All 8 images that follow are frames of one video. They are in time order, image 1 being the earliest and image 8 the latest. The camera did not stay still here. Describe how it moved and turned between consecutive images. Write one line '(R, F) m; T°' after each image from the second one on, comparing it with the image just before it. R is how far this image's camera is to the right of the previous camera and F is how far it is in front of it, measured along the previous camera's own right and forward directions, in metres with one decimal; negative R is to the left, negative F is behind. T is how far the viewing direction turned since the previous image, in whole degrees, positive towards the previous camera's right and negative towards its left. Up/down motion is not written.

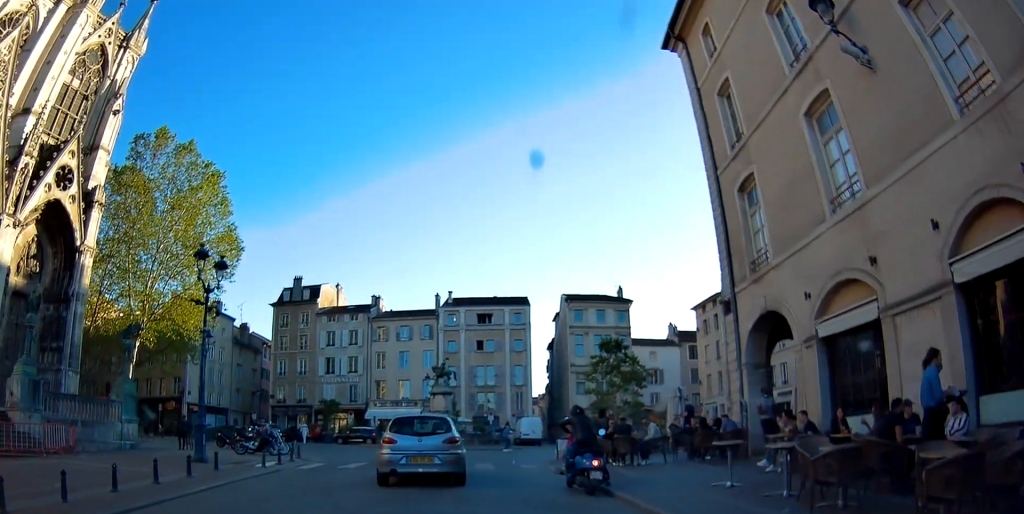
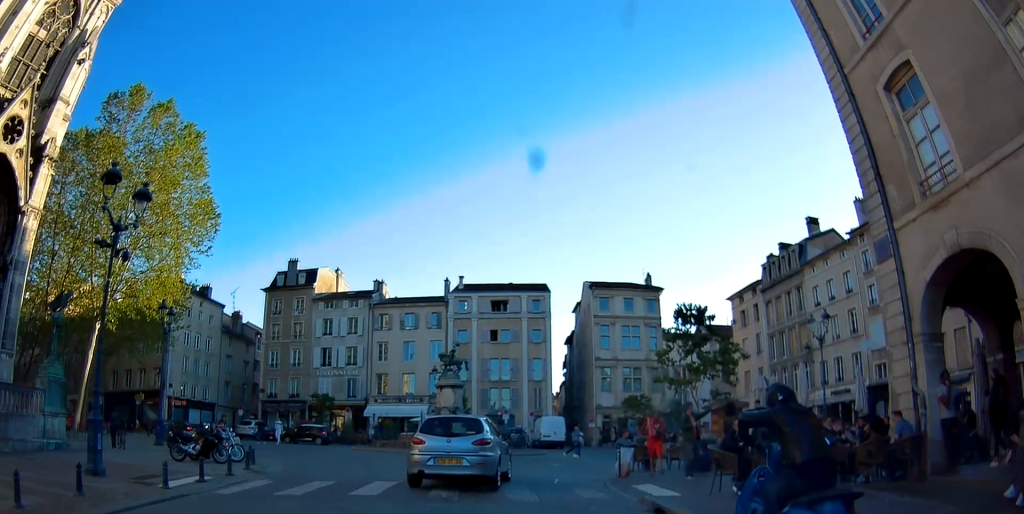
(-0.7, +6.8) m; -3°
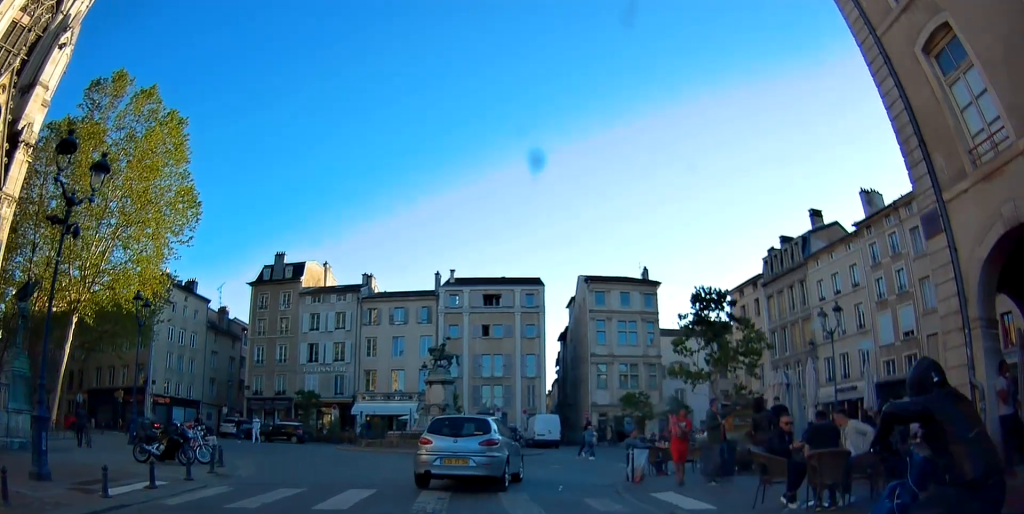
(0.0, +1.9) m; +1°
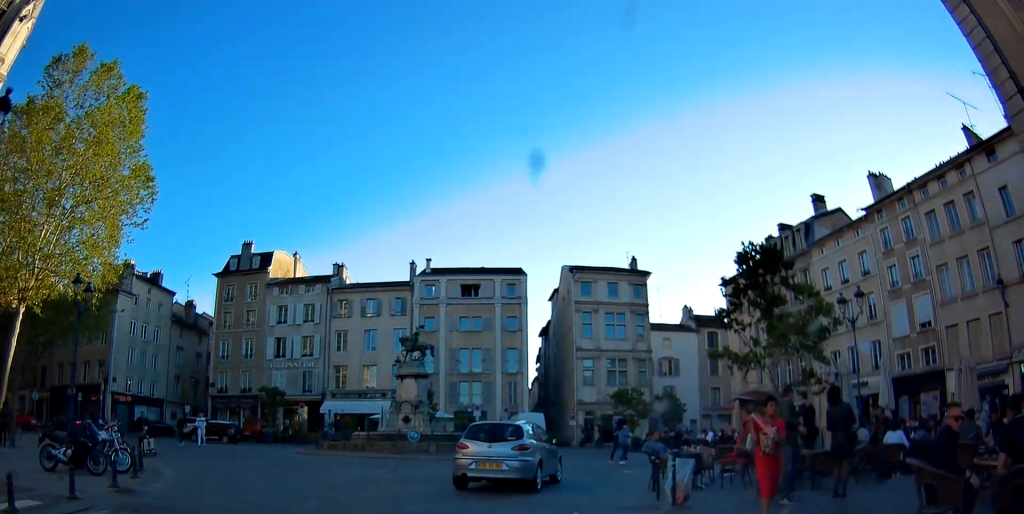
(0.0, +4.0) m; -1°
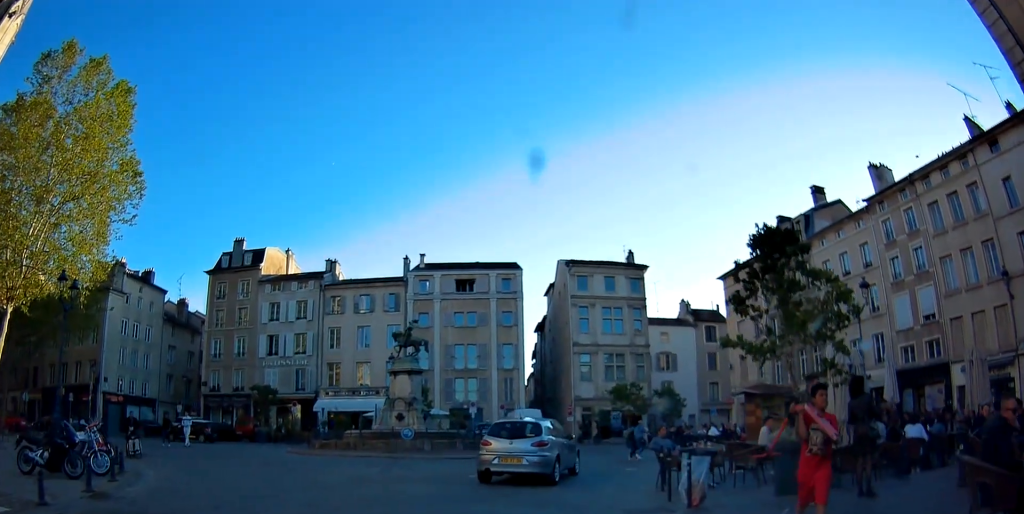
(0.0, +1.3) m; -2°
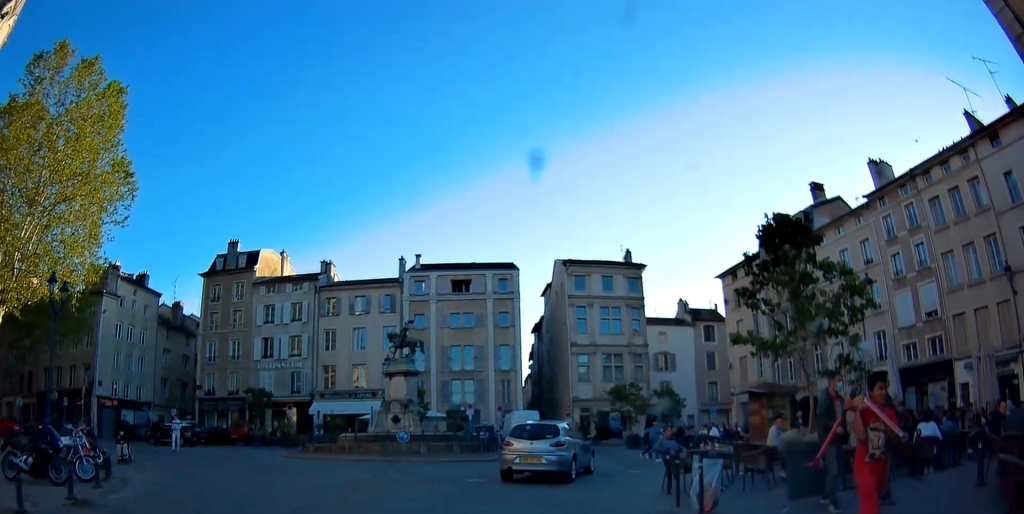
(0.0, +1.0) m; -3°
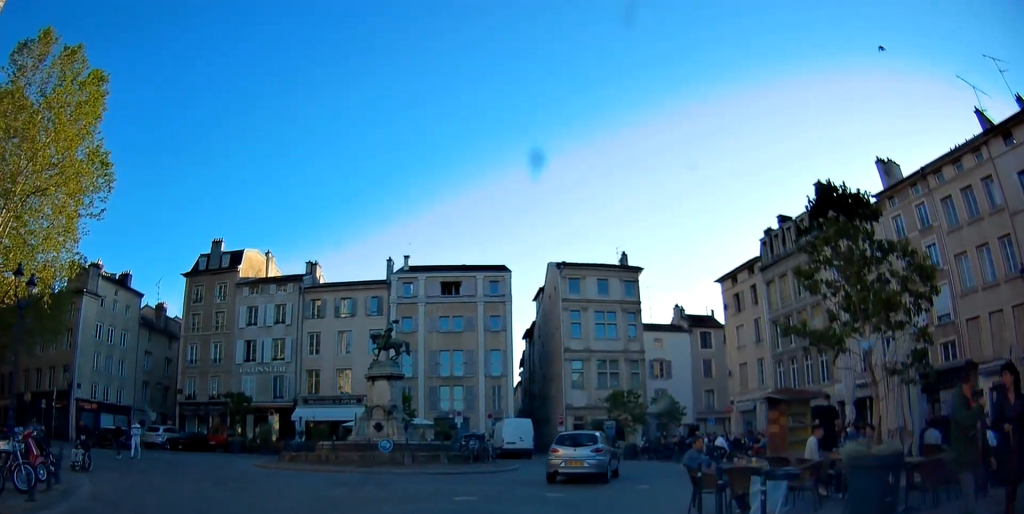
(-0.2, +2.3) m; -2°
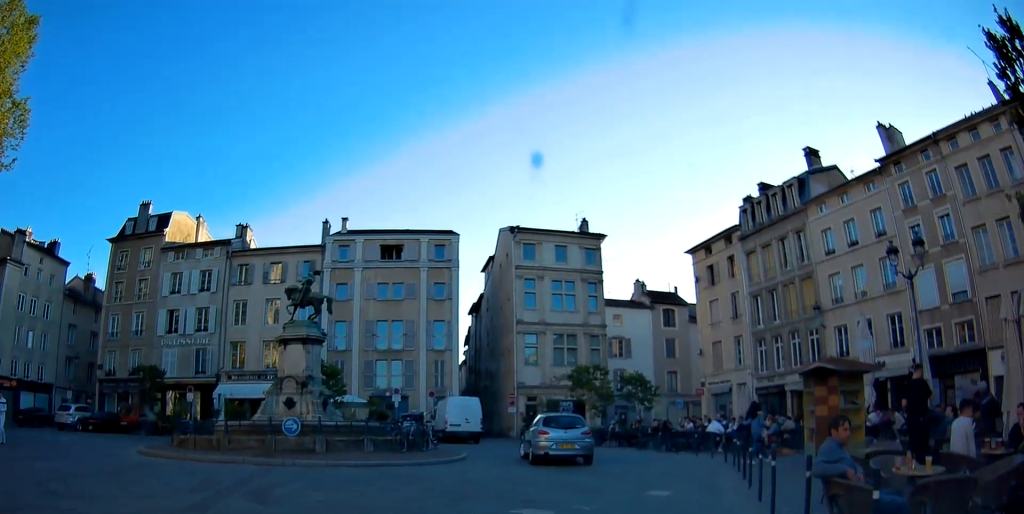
(+0.5, +4.1) m; +14°
